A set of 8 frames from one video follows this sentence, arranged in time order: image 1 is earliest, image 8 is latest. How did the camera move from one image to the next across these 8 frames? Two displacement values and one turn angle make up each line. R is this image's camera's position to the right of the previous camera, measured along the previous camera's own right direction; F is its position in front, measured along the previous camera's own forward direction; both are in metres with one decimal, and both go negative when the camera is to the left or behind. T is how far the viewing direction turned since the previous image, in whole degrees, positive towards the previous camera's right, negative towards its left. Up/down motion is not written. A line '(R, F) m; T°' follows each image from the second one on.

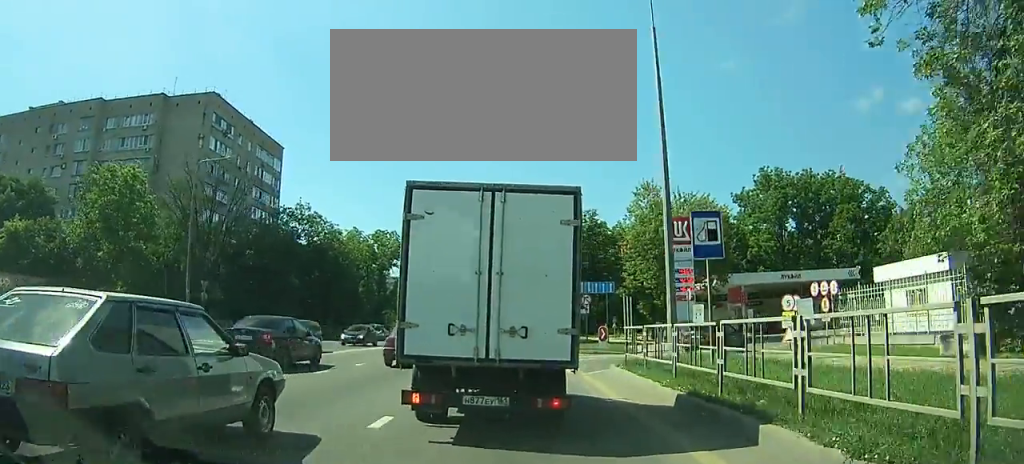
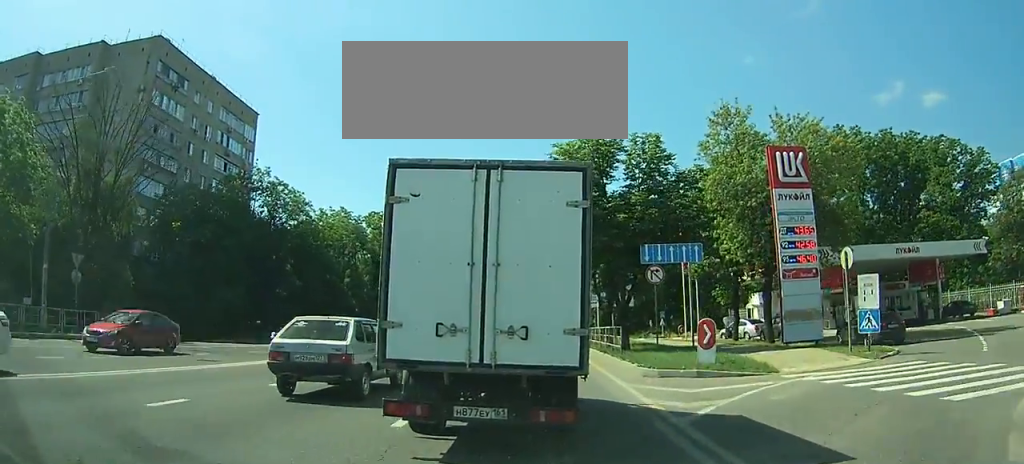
(0.0, +16.7) m; 0°
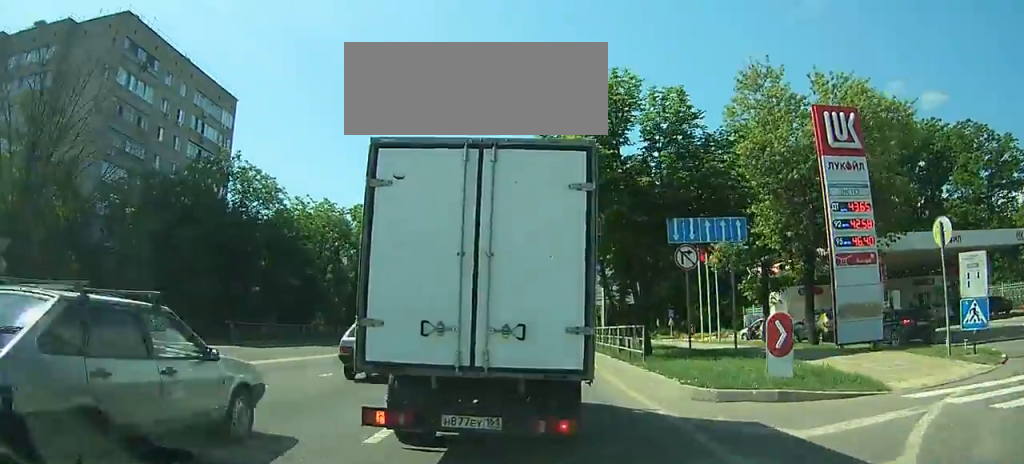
(0.0, +5.2) m; 0°
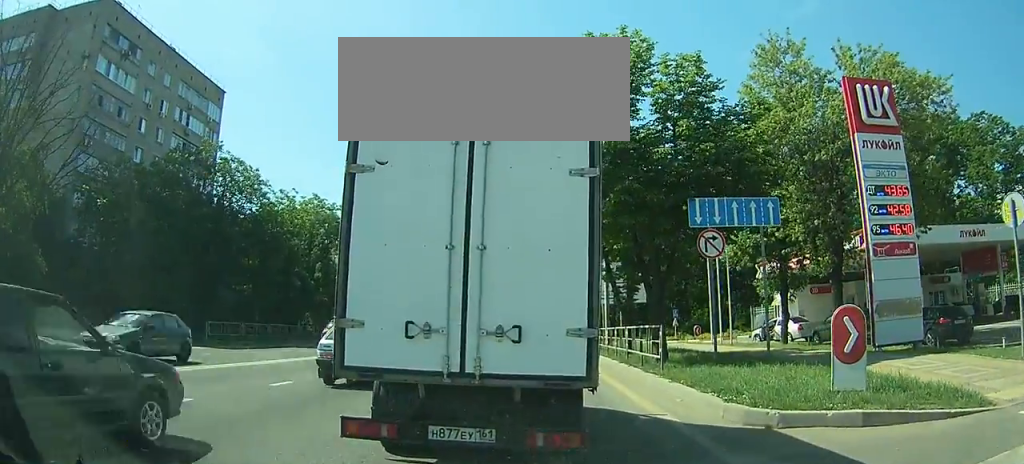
(0.0, +5.6) m; -1°
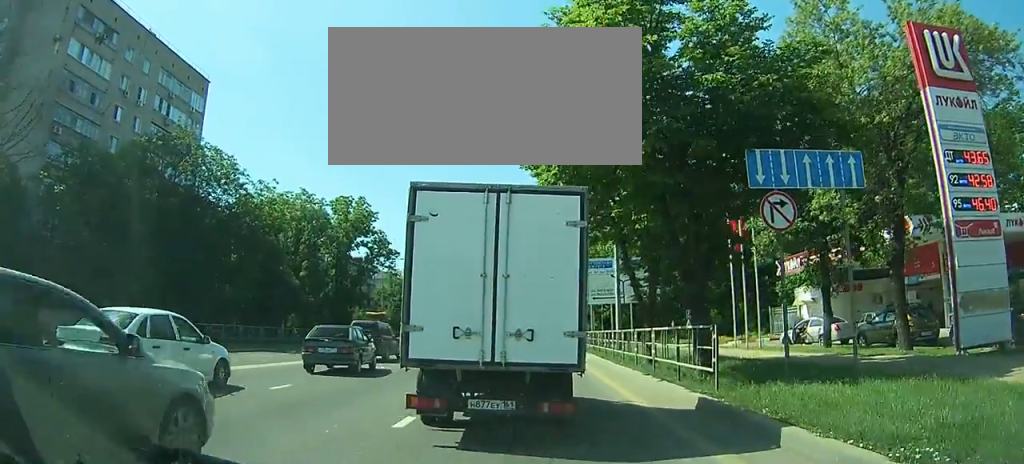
(-0.1, +7.6) m; 0°
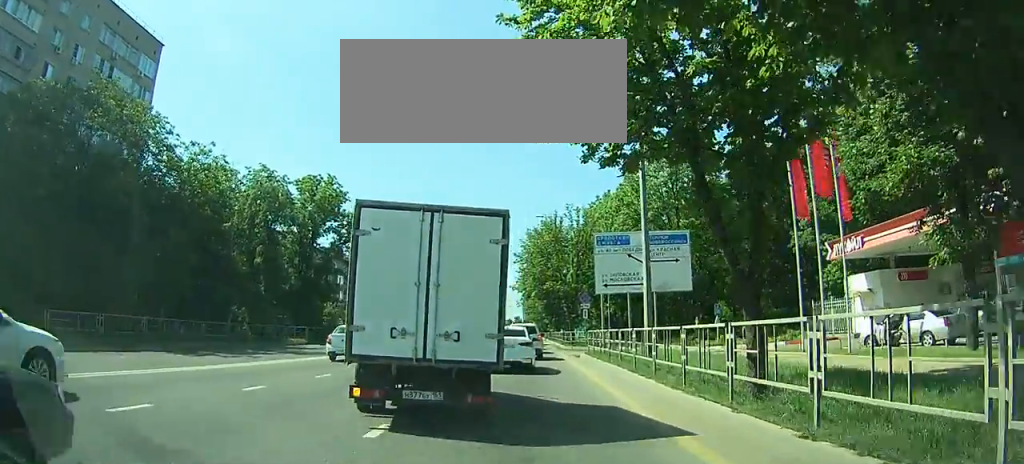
(+0.2, +9.0) m; +2°
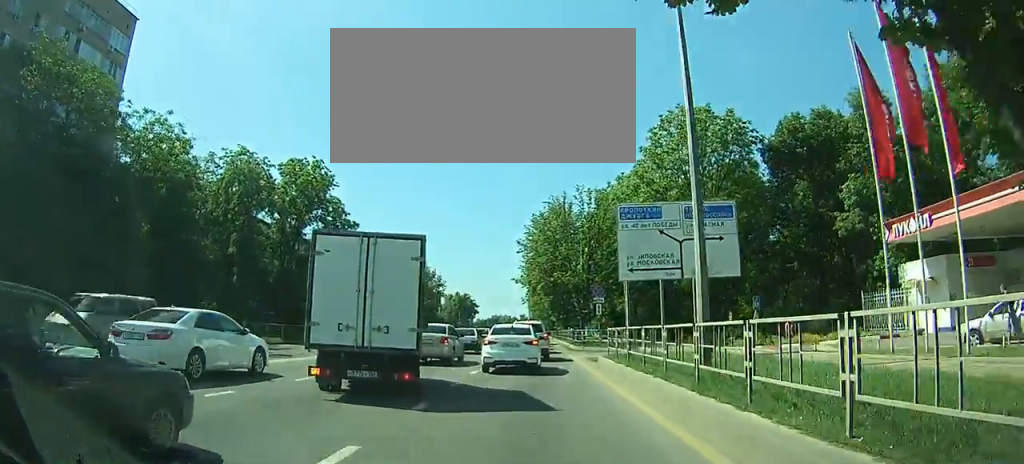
(0.0, +4.7) m; 0°
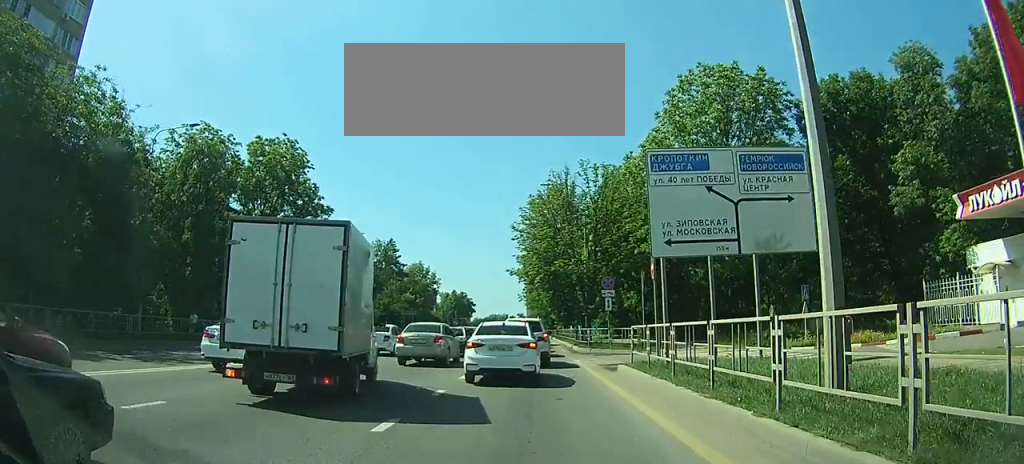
(0.0, +4.2) m; +1°
